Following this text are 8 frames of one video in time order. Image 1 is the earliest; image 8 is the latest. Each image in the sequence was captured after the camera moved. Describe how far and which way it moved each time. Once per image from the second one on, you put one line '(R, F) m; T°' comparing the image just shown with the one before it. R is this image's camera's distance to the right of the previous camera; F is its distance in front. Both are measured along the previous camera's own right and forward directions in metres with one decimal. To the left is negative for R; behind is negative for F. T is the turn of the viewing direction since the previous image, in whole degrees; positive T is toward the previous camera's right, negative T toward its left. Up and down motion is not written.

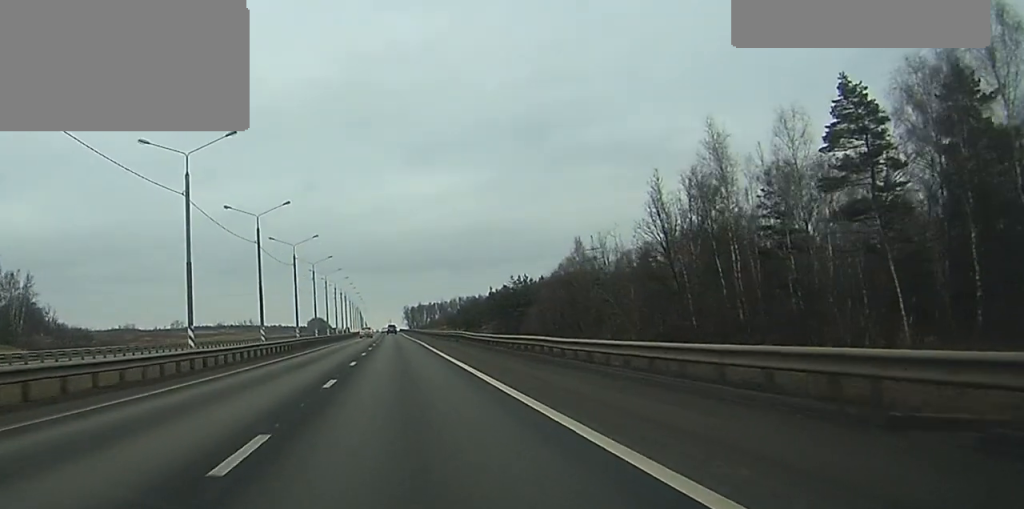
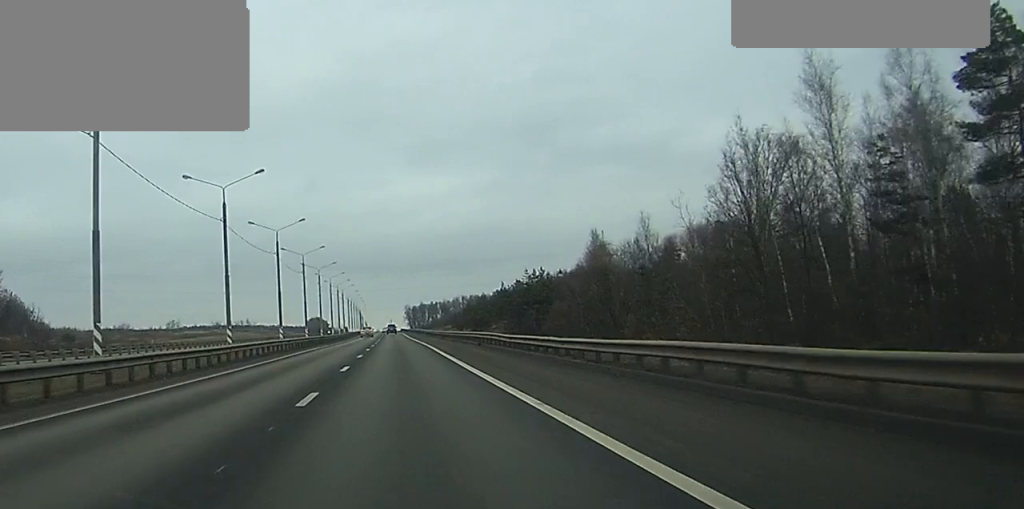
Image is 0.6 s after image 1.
(0.0, +16.8) m; 0°
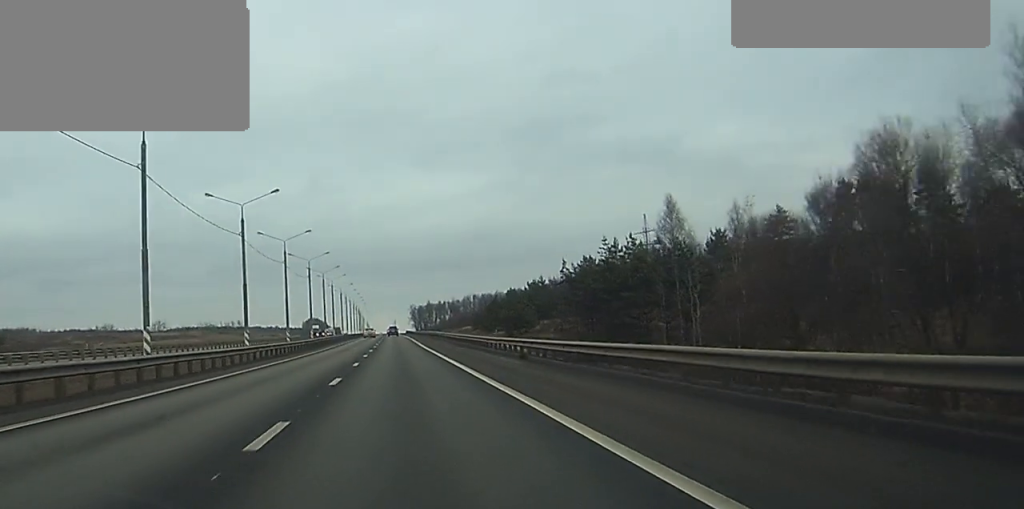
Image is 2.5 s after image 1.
(-0.1, +52.6) m; 0°
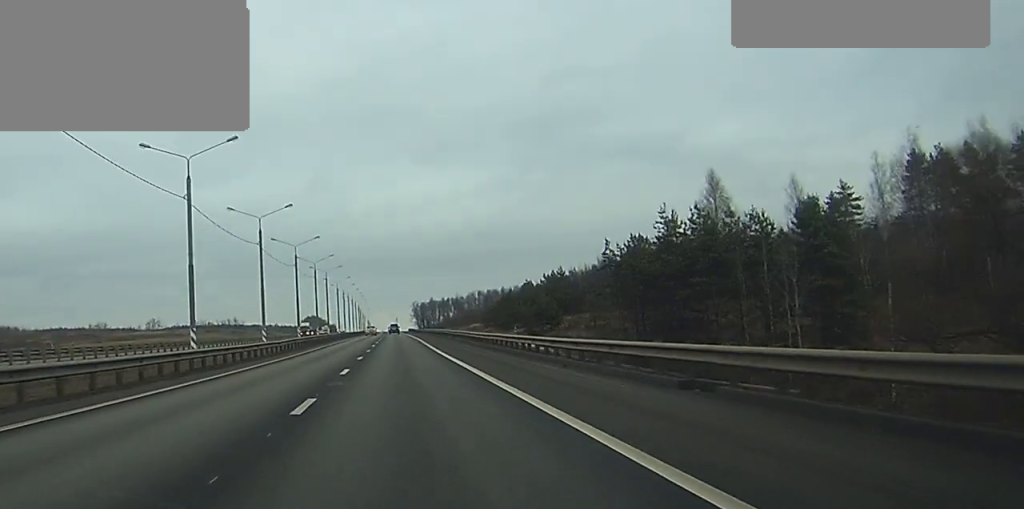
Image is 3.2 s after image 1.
(0.0, +19.9) m; 0°
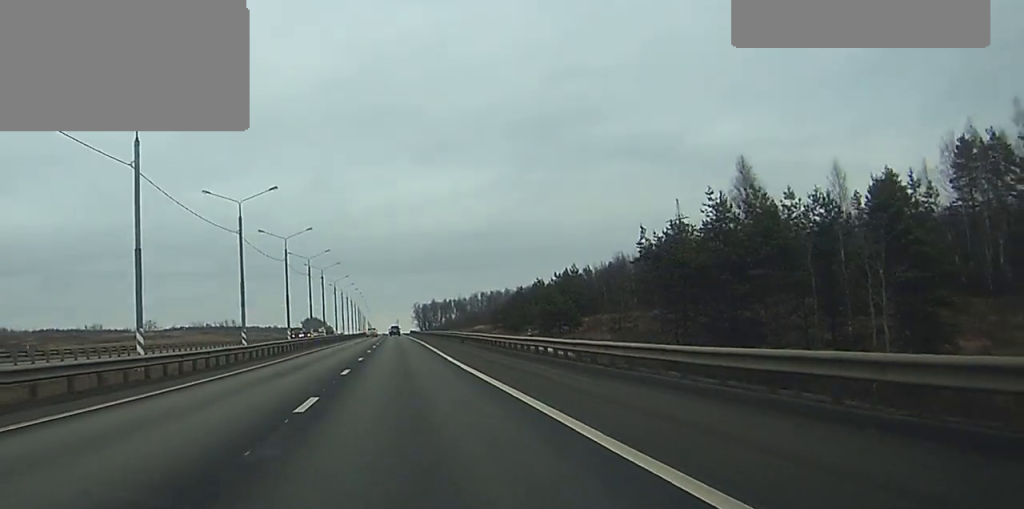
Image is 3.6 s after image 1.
(0.0, +11.4) m; 0°
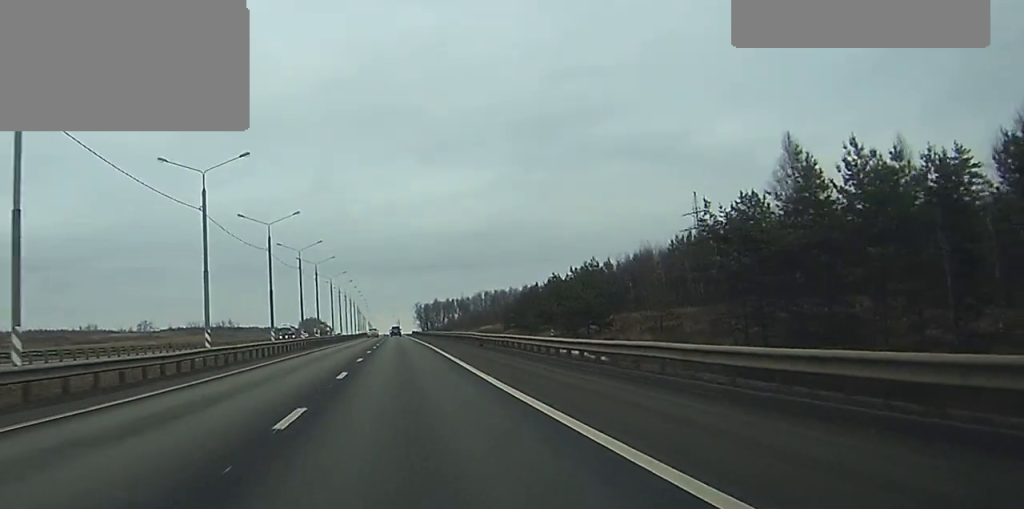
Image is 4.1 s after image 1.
(0.0, +14.3) m; 0°
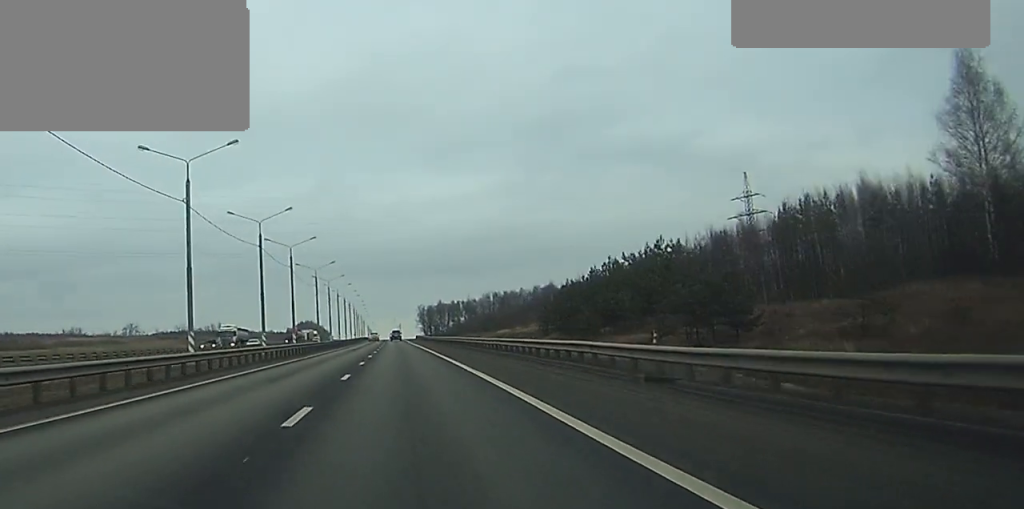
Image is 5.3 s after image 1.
(0.0, +35.2) m; 0°
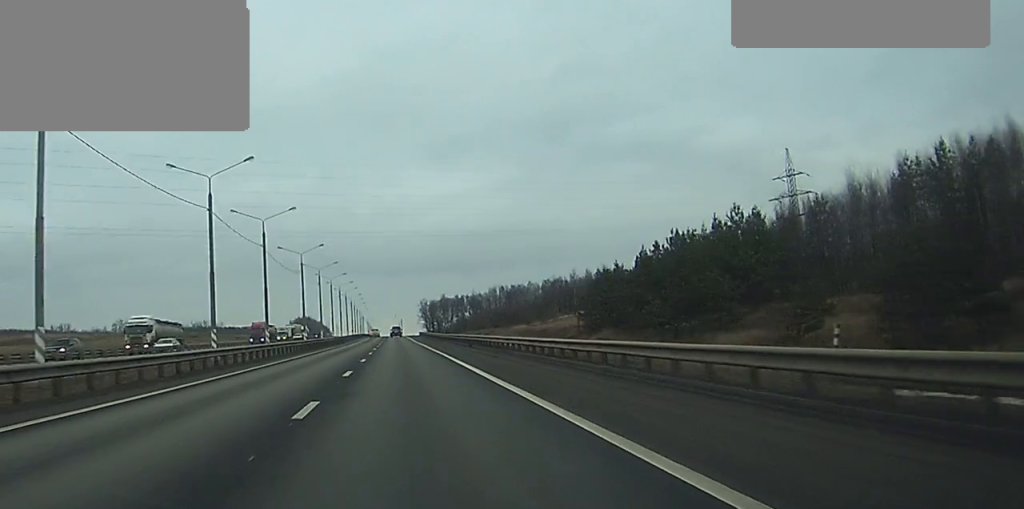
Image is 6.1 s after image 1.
(0.0, +23.0) m; 0°
